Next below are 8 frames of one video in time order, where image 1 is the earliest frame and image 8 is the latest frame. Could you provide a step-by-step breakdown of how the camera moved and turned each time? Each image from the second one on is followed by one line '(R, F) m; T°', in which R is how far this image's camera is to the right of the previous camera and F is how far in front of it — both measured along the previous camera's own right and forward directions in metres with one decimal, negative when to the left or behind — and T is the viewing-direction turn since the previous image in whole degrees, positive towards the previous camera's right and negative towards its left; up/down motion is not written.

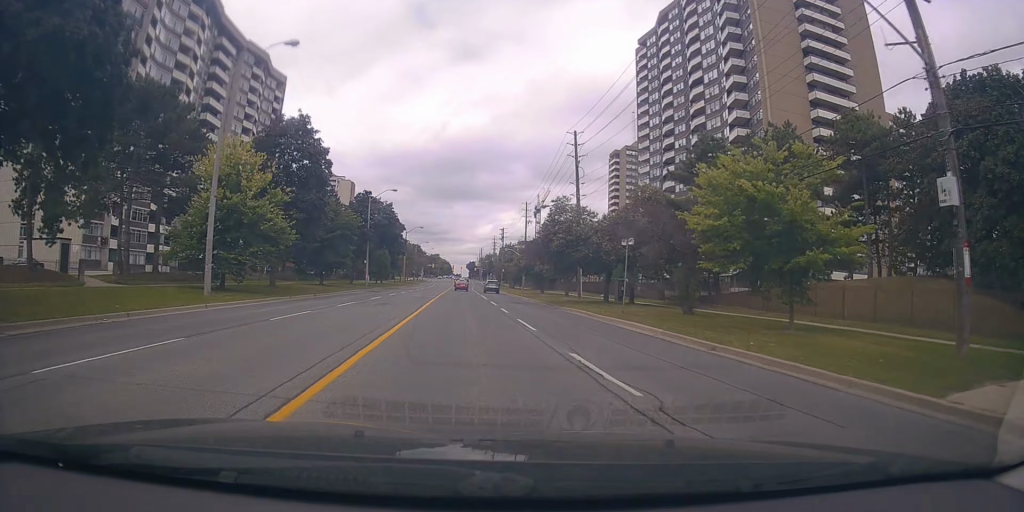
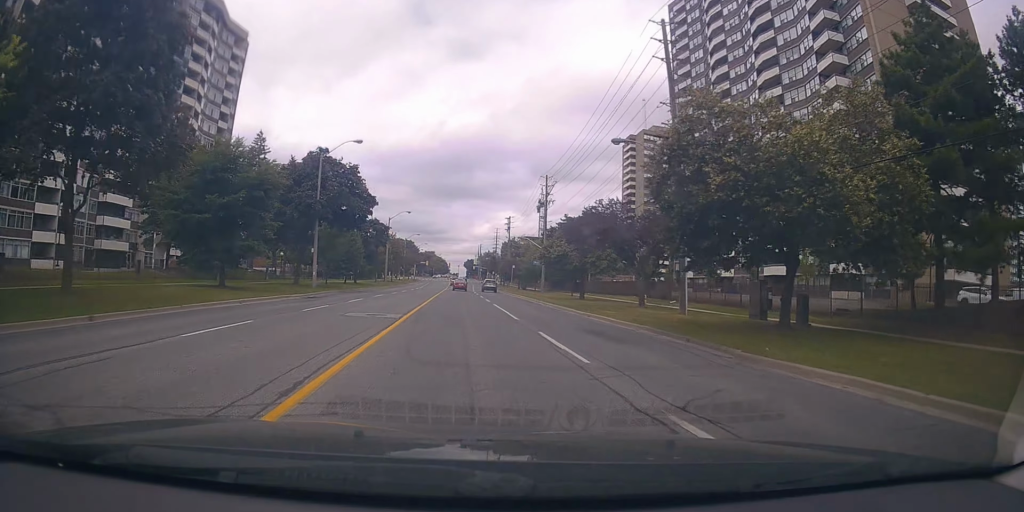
(0.0, +23.4) m; 0°
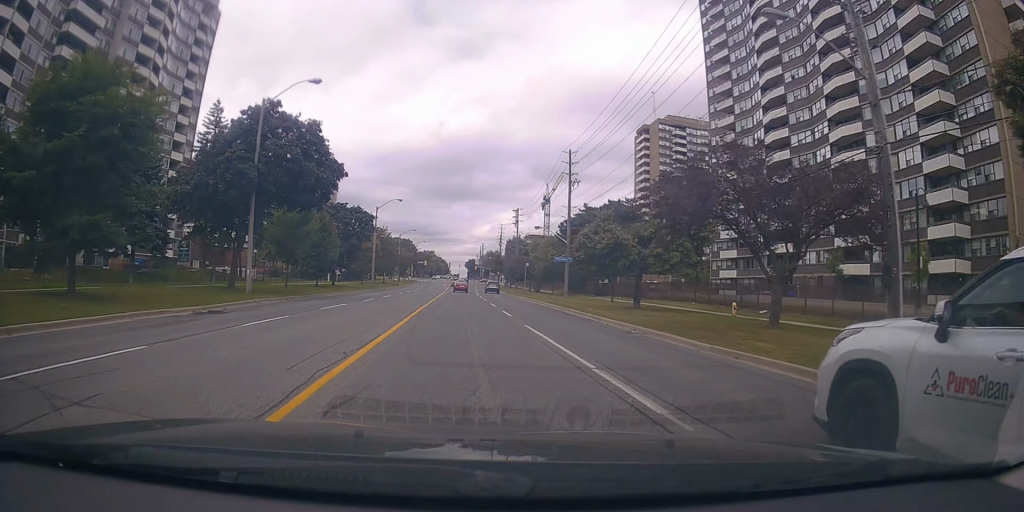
(-0.1, +14.2) m; 0°
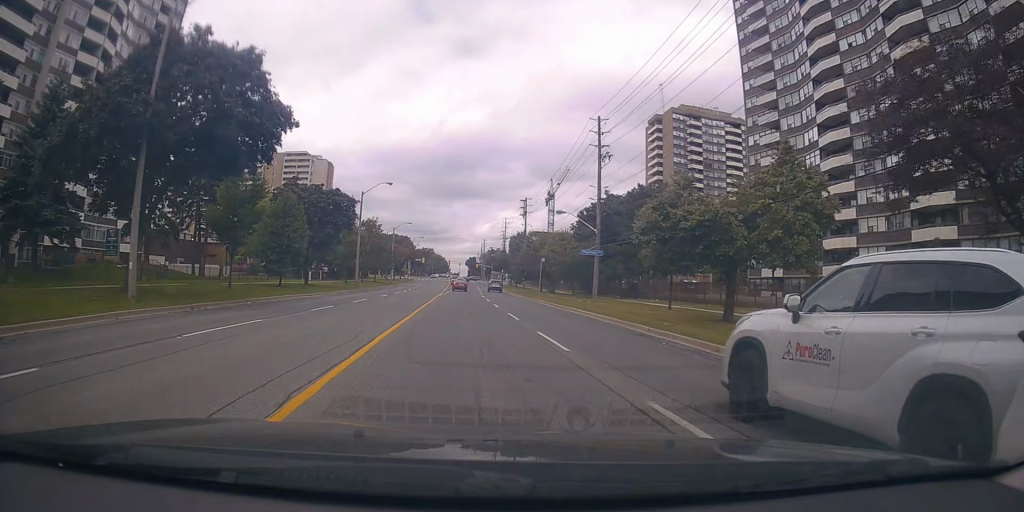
(0.0, +11.6) m; 0°
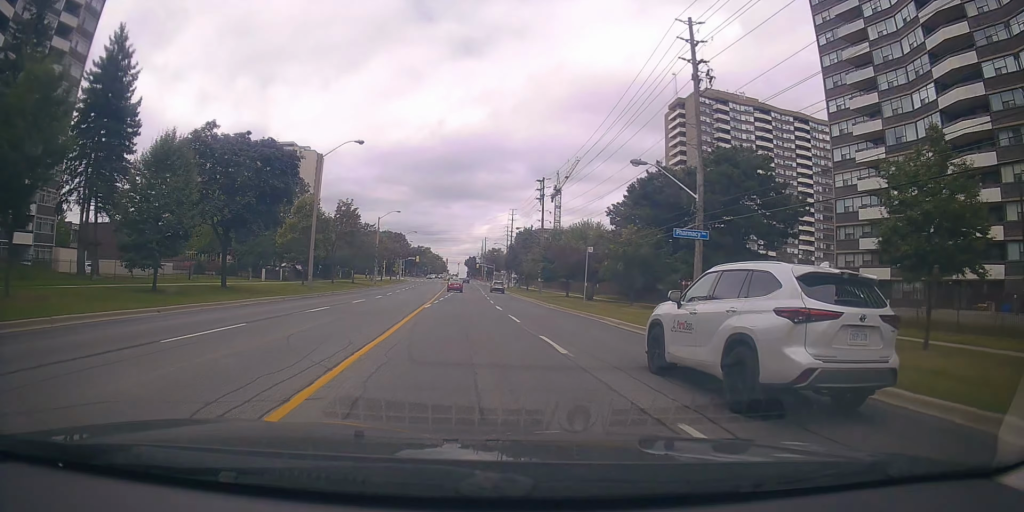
(0.0, +19.1) m; -2°
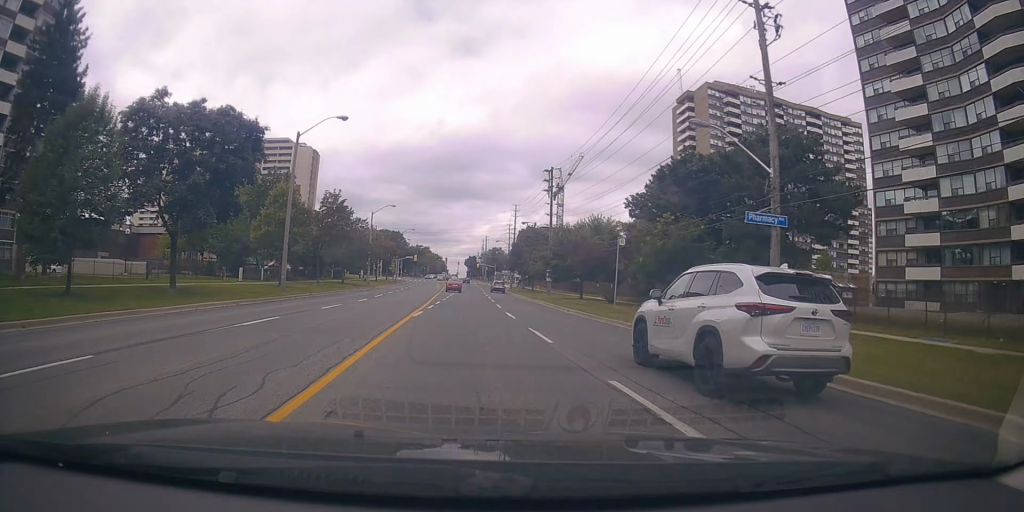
(0.0, +6.5) m; -1°
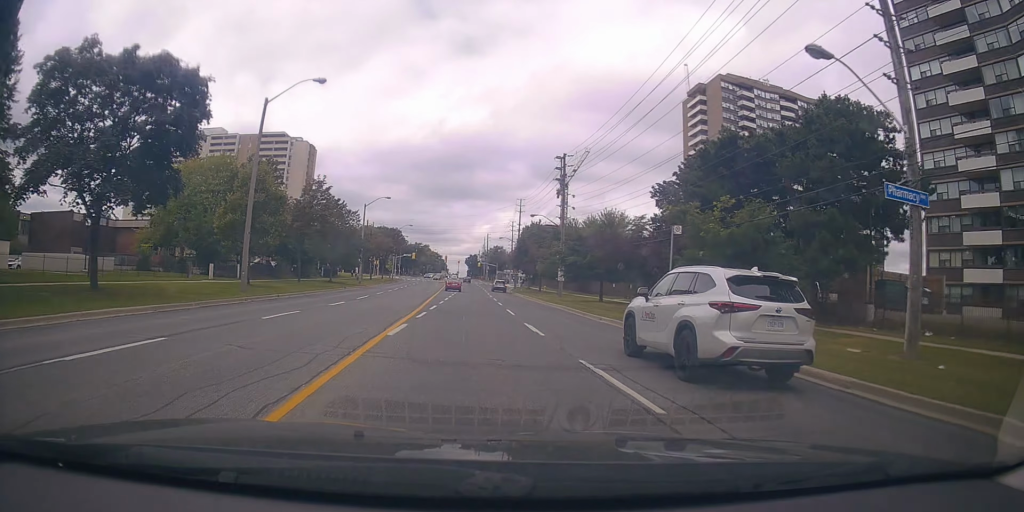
(-0.1, +6.9) m; -1°
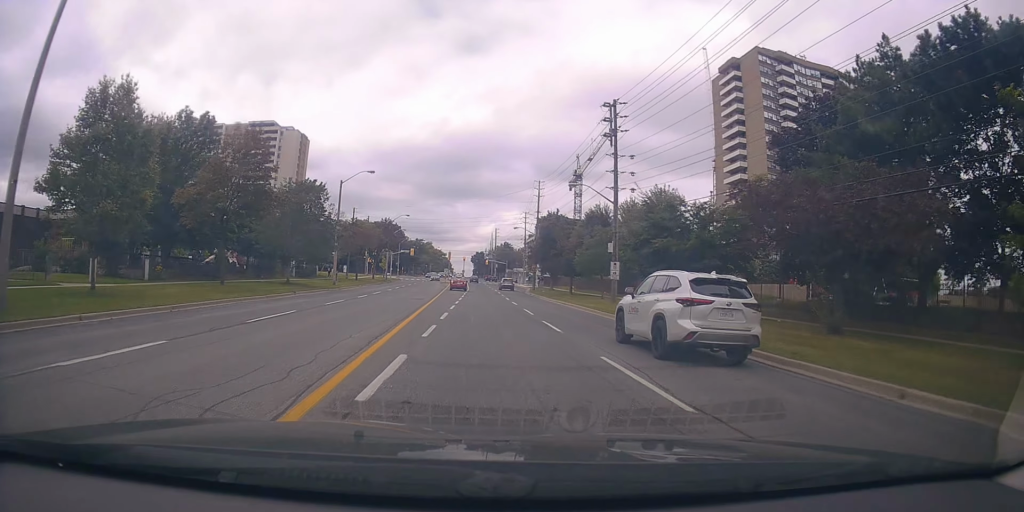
(0.0, +17.7) m; +1°
